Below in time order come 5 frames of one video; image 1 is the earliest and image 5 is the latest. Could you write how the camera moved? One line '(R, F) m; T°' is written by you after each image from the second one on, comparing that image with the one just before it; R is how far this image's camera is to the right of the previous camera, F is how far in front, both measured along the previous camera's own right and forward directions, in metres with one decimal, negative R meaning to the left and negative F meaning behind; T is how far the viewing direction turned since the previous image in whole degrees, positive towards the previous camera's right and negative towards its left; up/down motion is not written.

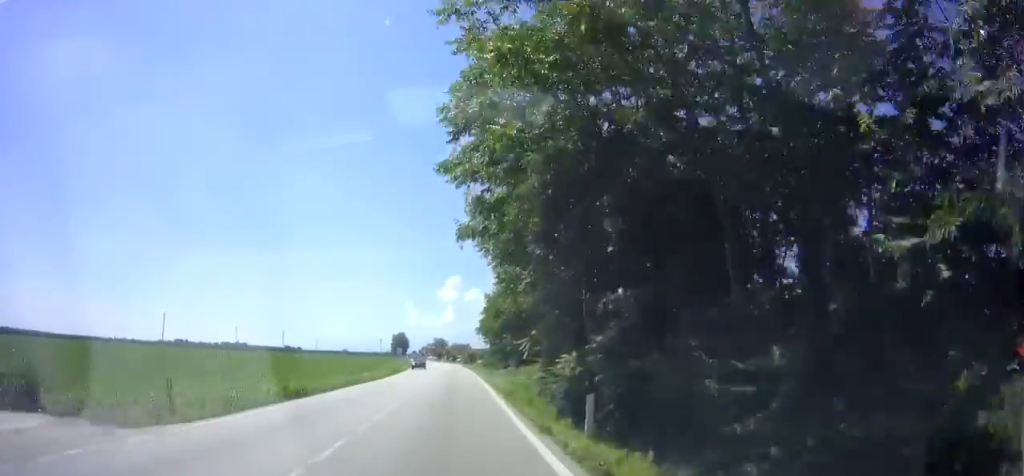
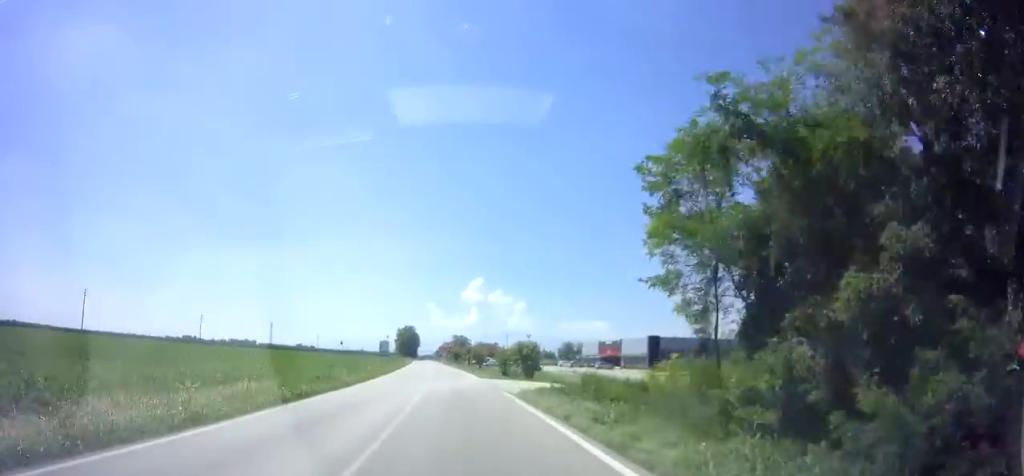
(-0.4, +57.1) m; -2°
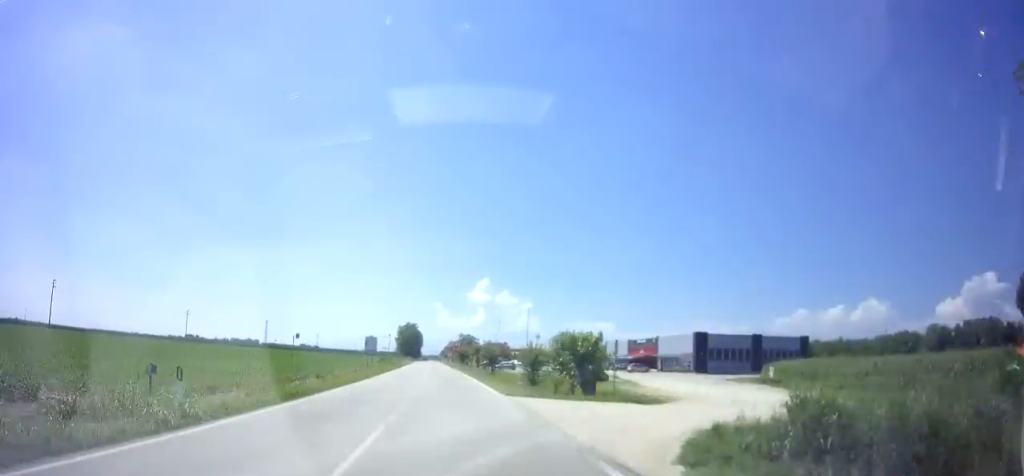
(-0.2, +16.9) m; -1°
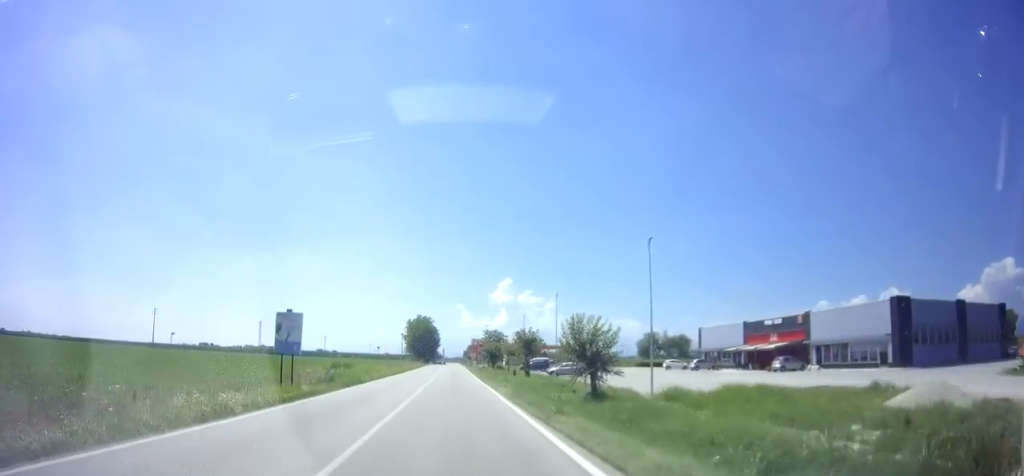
(-0.5, +35.4) m; -1°
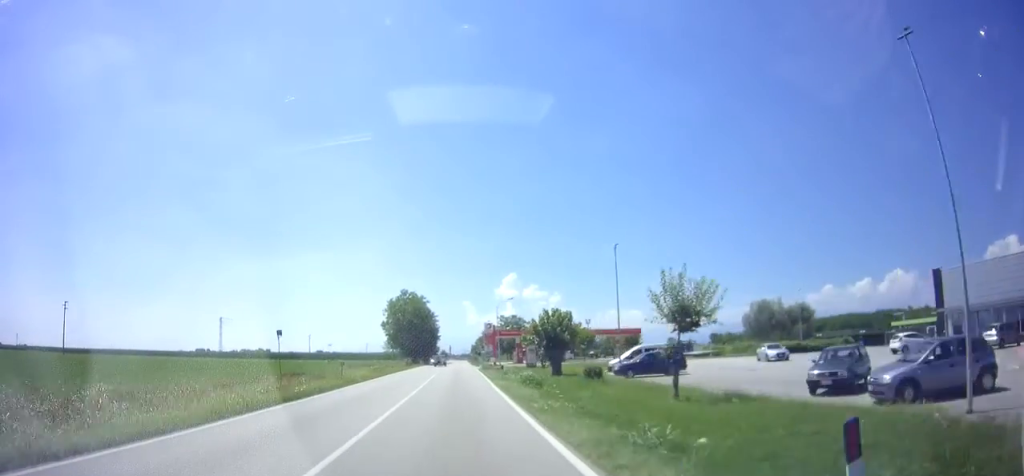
(-0.7, +43.1) m; -1°
